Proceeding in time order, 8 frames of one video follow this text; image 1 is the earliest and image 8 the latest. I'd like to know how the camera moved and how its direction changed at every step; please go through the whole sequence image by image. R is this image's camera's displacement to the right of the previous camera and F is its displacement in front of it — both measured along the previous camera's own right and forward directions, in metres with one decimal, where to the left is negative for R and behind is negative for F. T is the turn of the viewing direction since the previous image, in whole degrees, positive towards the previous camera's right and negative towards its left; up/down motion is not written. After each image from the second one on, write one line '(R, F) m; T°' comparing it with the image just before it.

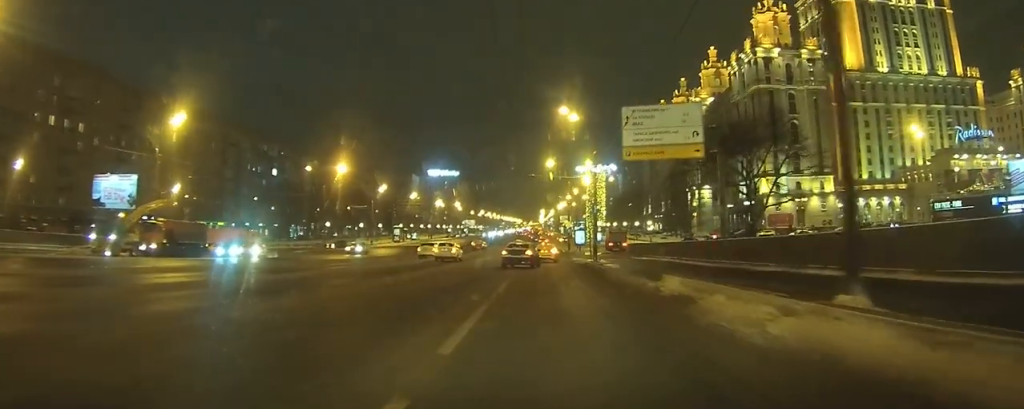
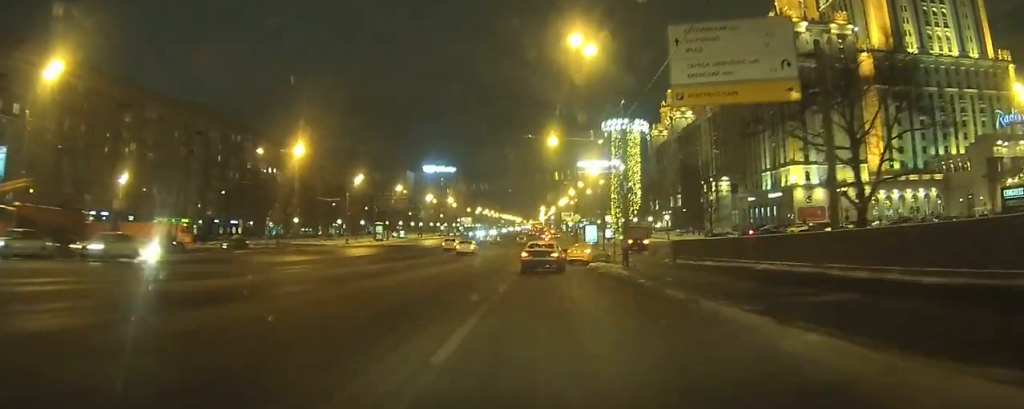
(-0.3, +18.3) m; -1°
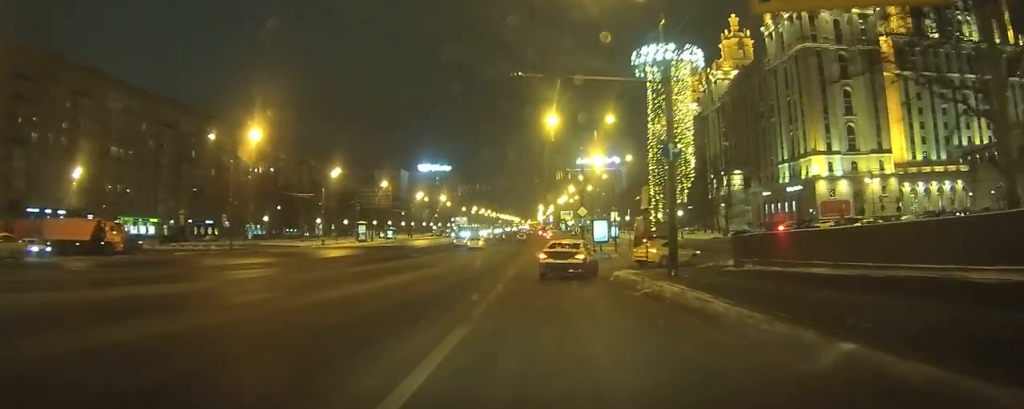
(+0.1, +10.9) m; +1°
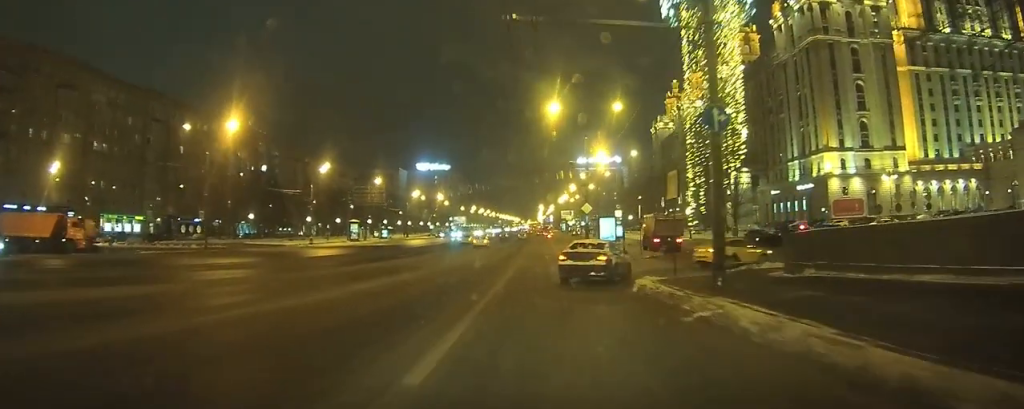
(0.0, +4.9) m; +1°
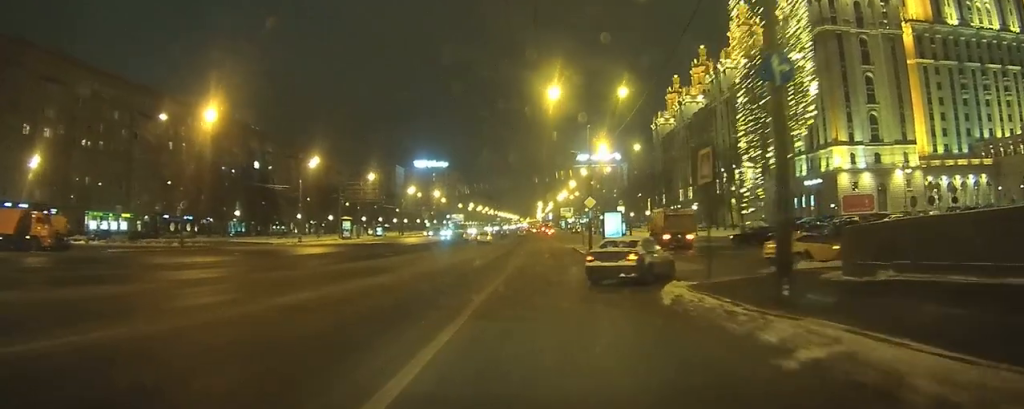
(0.0, +4.1) m; +1°
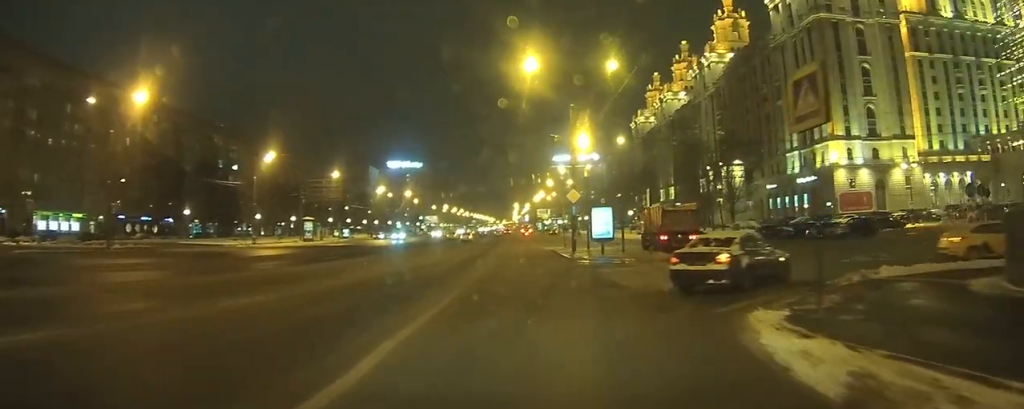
(+0.2, +6.6) m; +6°
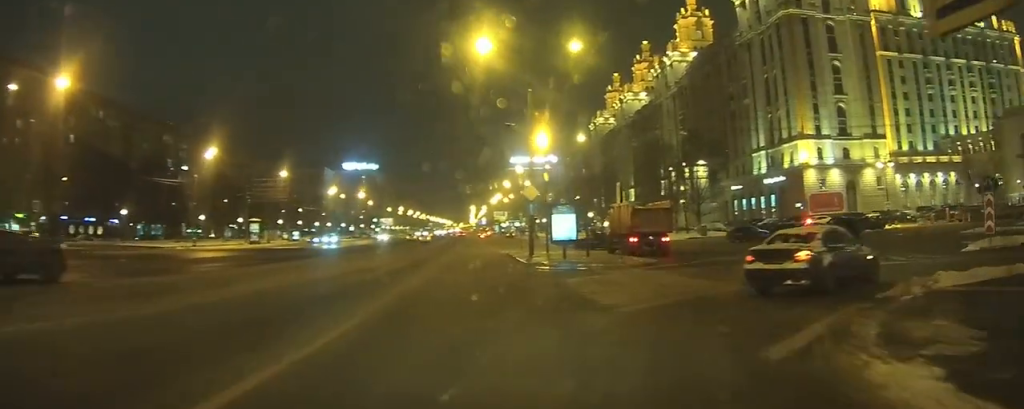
(+0.3, +3.9) m; +6°
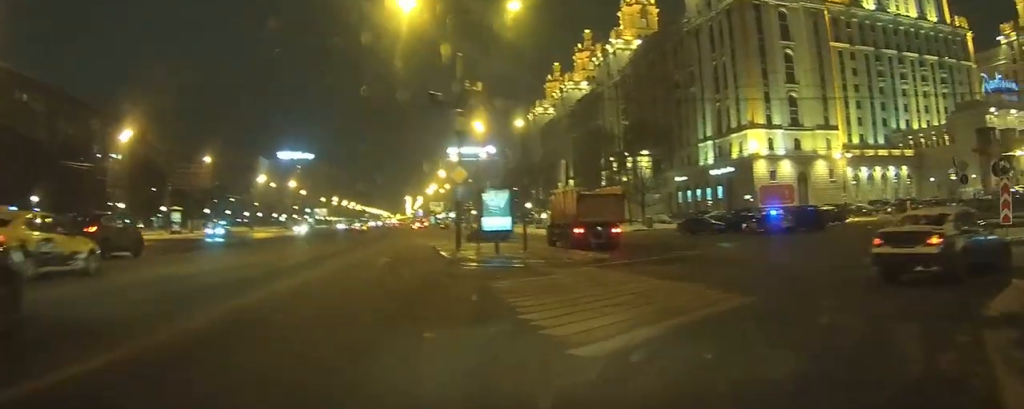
(+0.3, +4.7) m; +10°
